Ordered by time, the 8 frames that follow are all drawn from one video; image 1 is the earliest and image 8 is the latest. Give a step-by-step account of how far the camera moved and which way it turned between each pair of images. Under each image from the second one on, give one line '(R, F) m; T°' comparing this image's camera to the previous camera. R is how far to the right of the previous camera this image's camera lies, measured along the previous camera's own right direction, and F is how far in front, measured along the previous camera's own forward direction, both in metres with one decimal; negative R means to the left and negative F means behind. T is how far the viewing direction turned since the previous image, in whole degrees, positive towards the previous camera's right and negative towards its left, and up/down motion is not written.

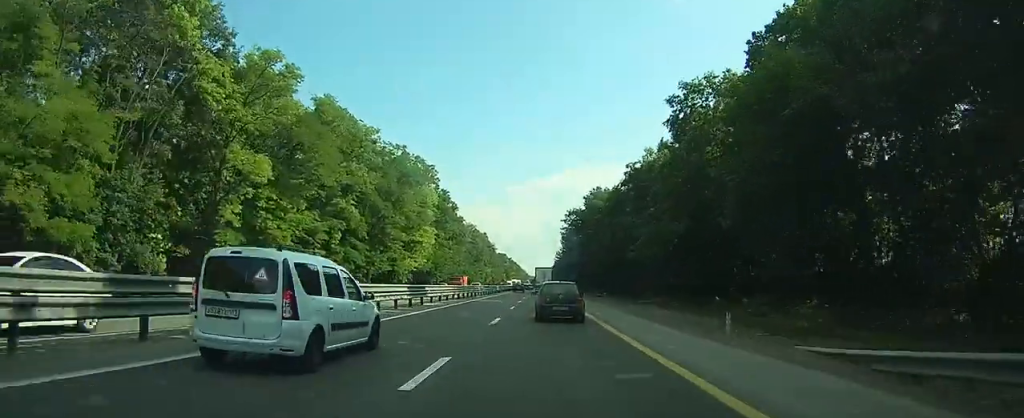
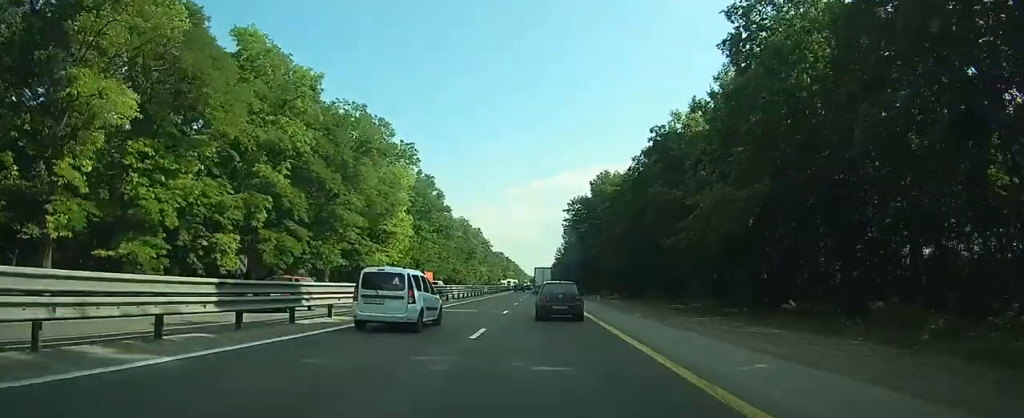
(0.0, +18.0) m; 0°
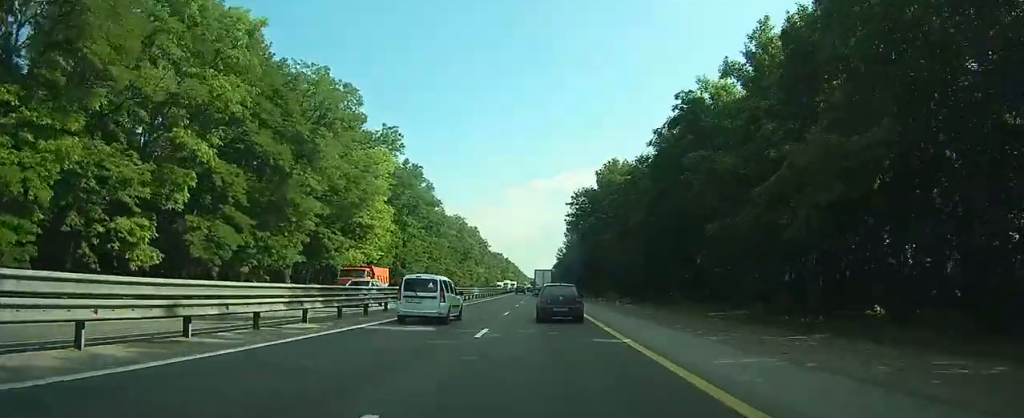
(0.0, +11.7) m; 0°
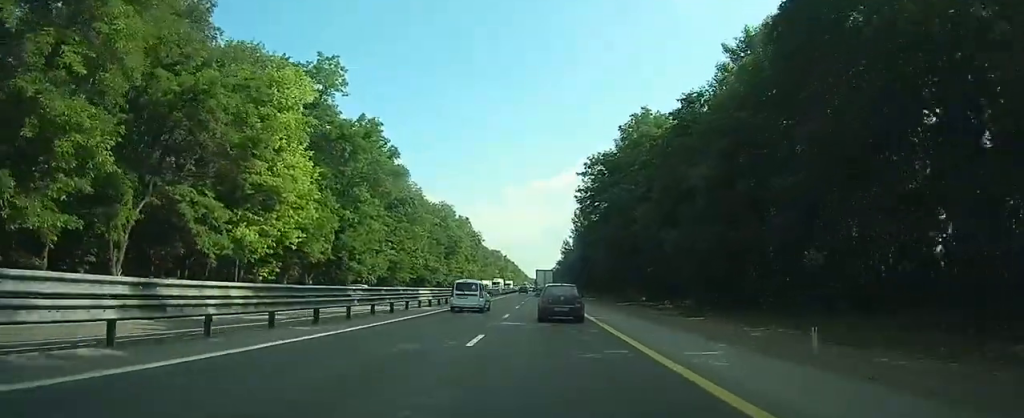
(0.0, +30.1) m; 0°
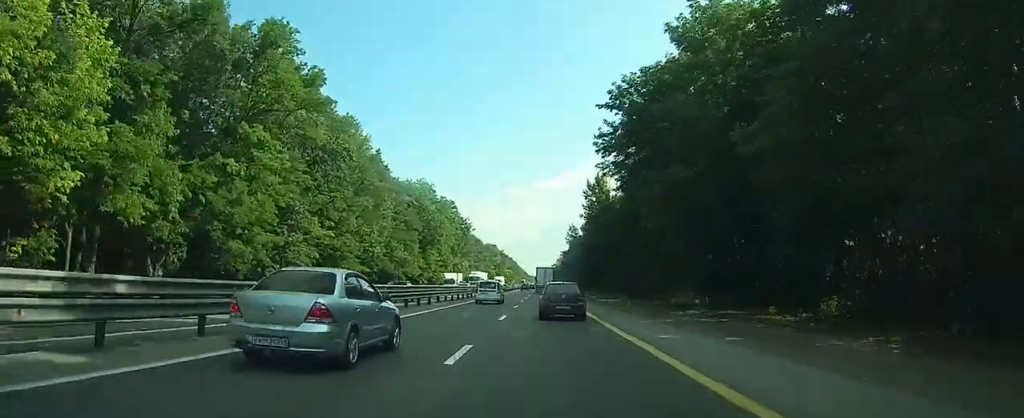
(-0.3, +34.6) m; 0°
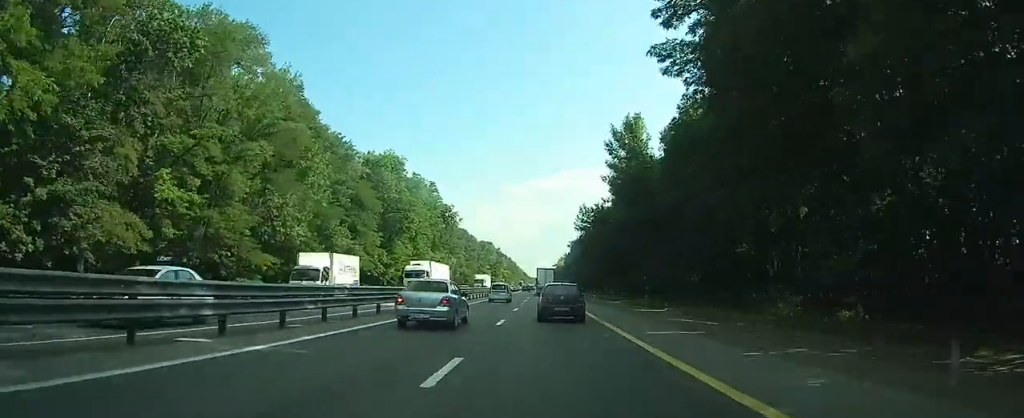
(+0.4, +31.5) m; +1°
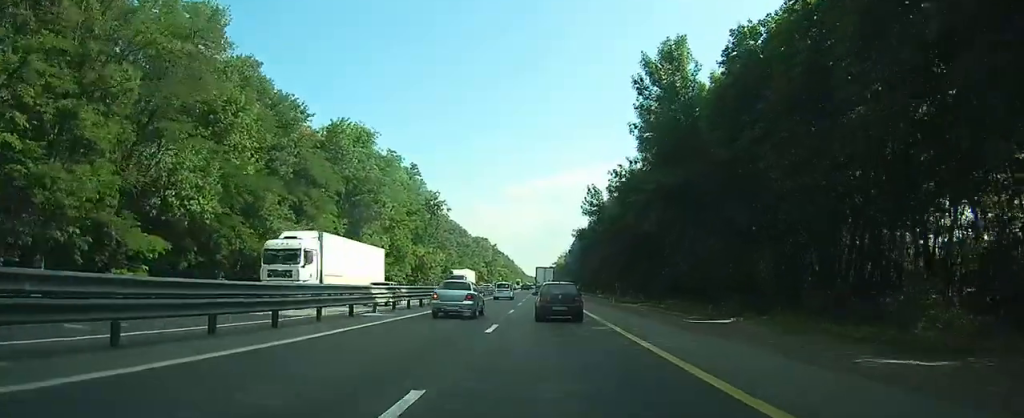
(0.0, +17.2) m; 0°
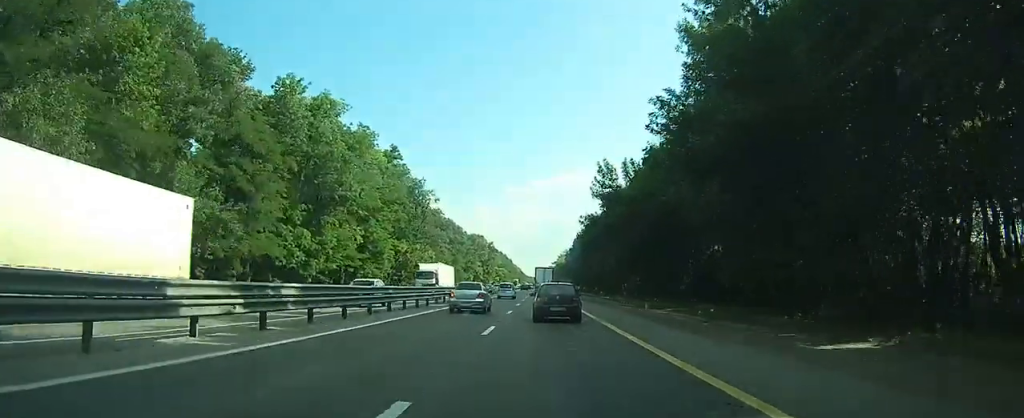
(-0.1, +13.4) m; 0°
